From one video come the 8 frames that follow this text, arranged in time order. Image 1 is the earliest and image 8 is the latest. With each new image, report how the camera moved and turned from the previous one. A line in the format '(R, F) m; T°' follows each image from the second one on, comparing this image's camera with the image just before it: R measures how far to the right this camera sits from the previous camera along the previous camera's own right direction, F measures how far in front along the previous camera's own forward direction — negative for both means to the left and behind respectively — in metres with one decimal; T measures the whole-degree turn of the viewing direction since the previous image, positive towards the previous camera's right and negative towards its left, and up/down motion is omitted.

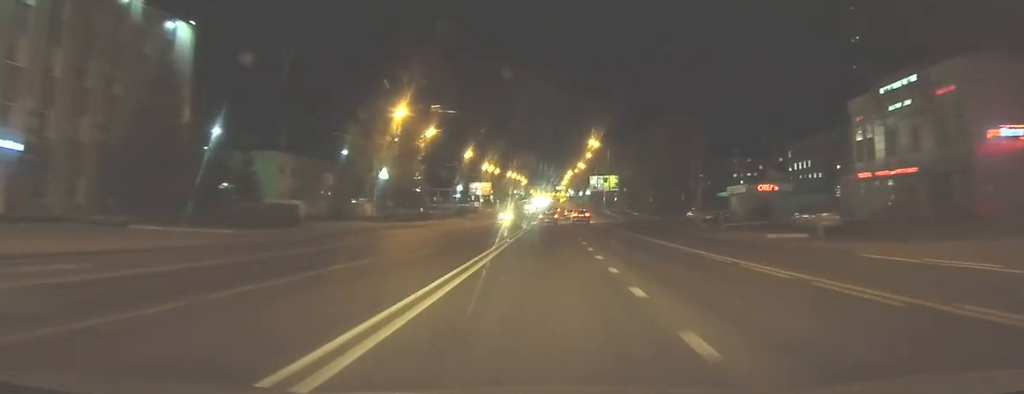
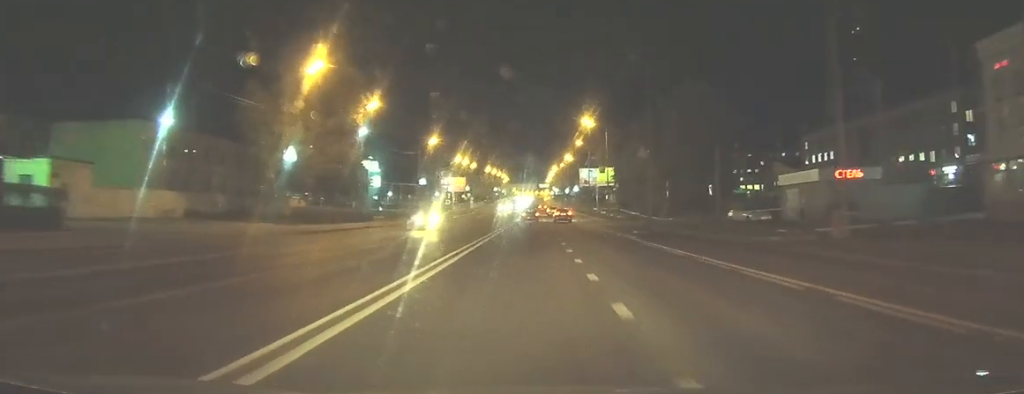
(+0.2, +21.9) m; +2°
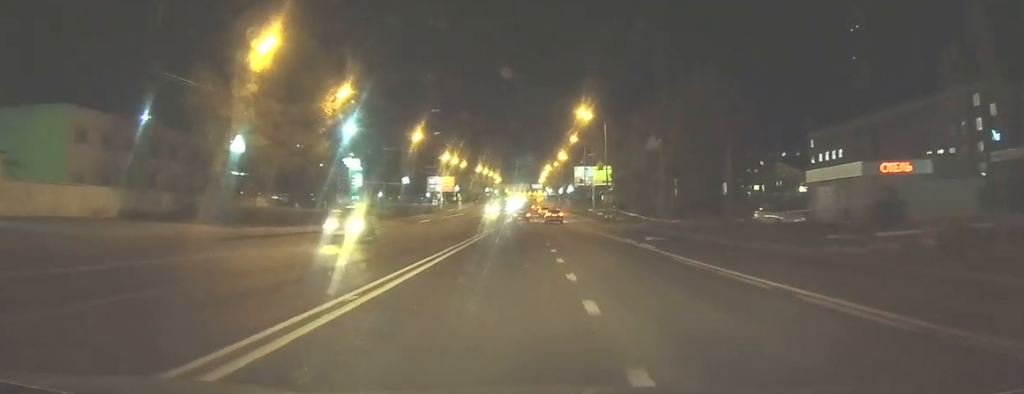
(+0.1, +7.6) m; +1°
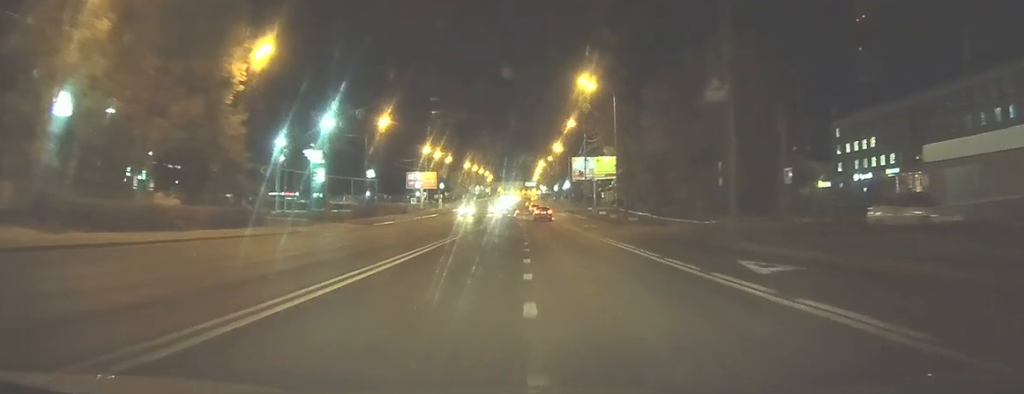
(+0.2, +16.1) m; +1°
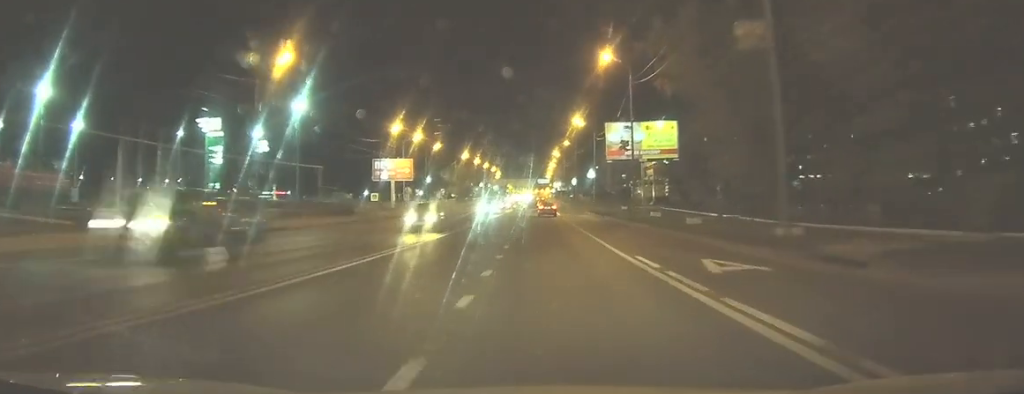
(-0.2, +34.2) m; -2°
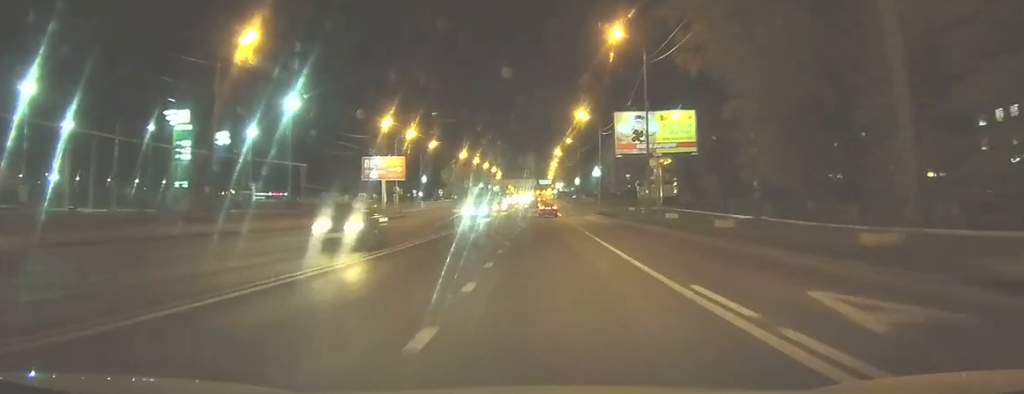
(0.0, +5.9) m; 0°
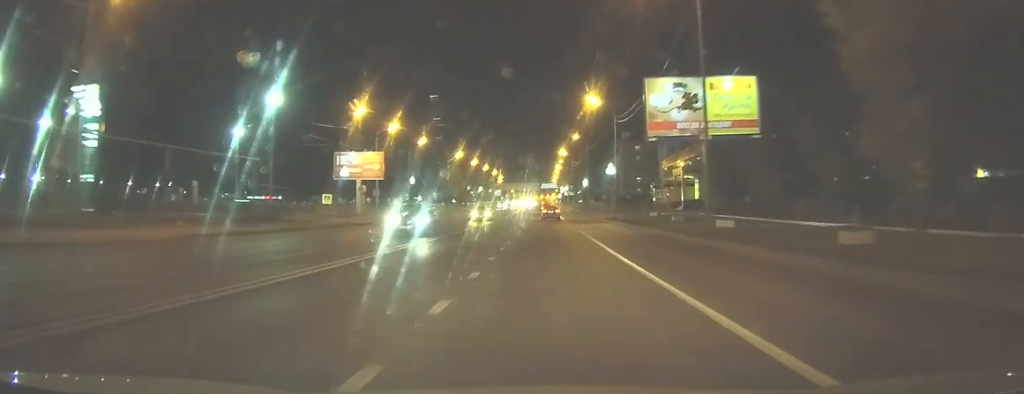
(-0.2, +12.3) m; -1°
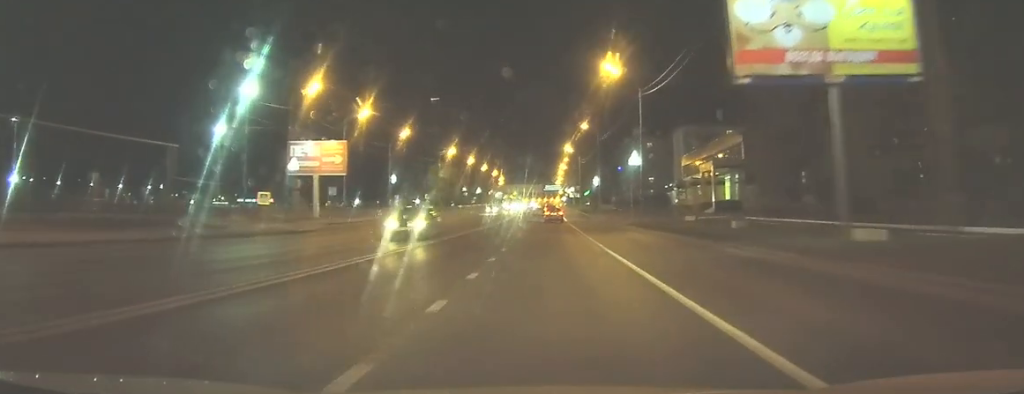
(-0.1, +13.2) m; 0°
